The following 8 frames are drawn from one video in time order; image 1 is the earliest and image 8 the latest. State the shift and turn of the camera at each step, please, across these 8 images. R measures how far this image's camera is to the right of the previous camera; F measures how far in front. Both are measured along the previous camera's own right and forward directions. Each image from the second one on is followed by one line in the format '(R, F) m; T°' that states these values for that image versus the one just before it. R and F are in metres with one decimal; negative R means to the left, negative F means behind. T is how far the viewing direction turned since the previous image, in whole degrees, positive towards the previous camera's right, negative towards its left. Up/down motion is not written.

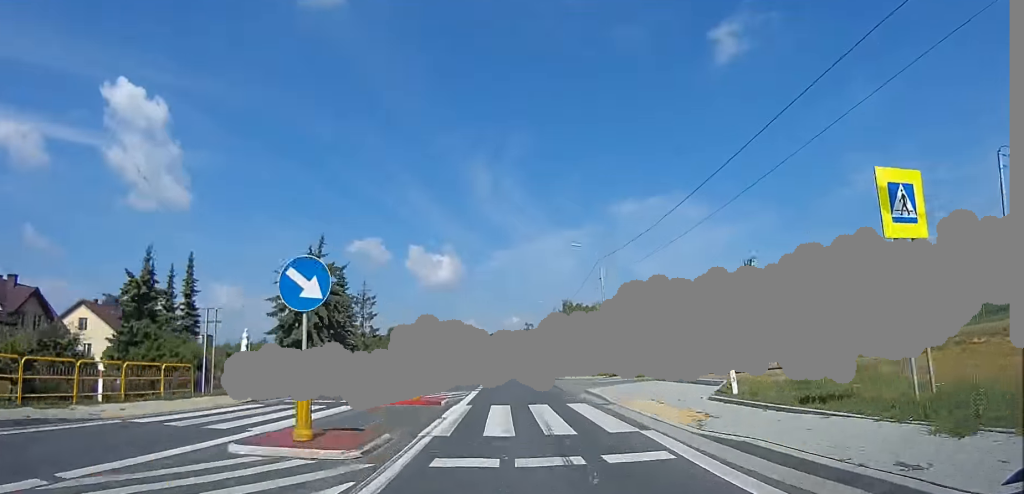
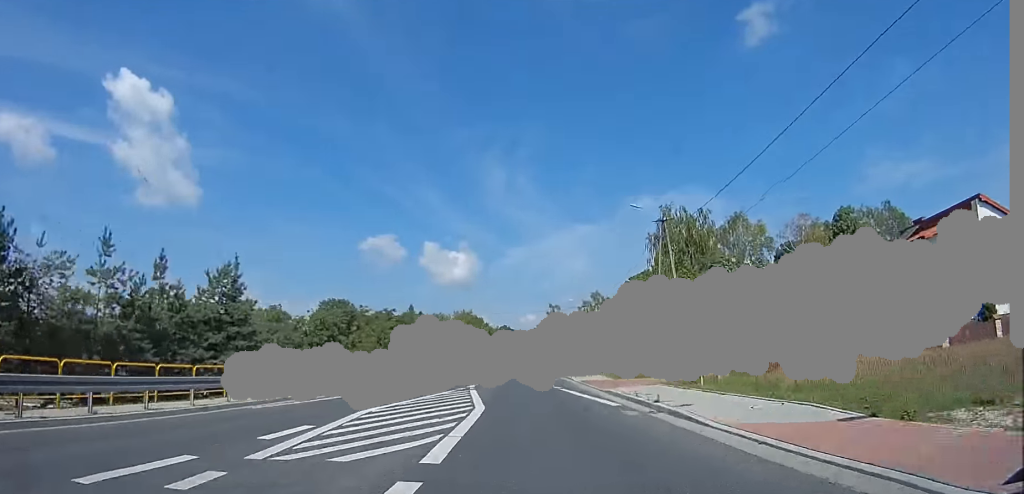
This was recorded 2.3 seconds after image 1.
(+0.1, +69.6) m; 0°
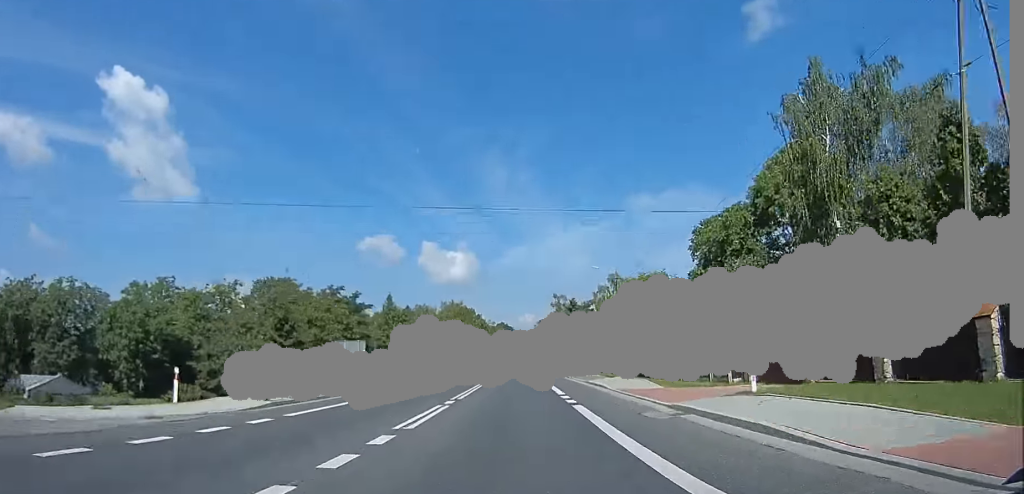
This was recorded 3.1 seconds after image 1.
(0.0, +26.2) m; 0°
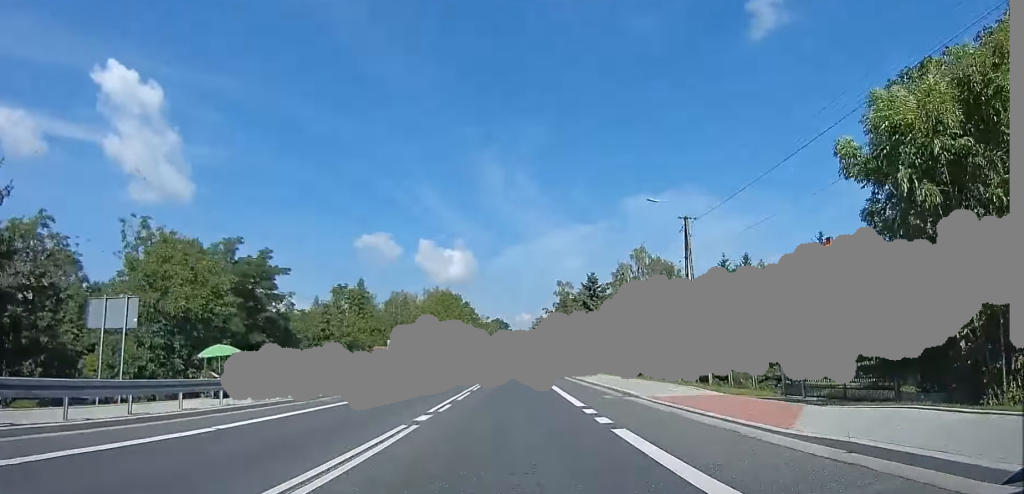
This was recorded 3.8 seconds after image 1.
(-0.1, +23.2) m; 0°
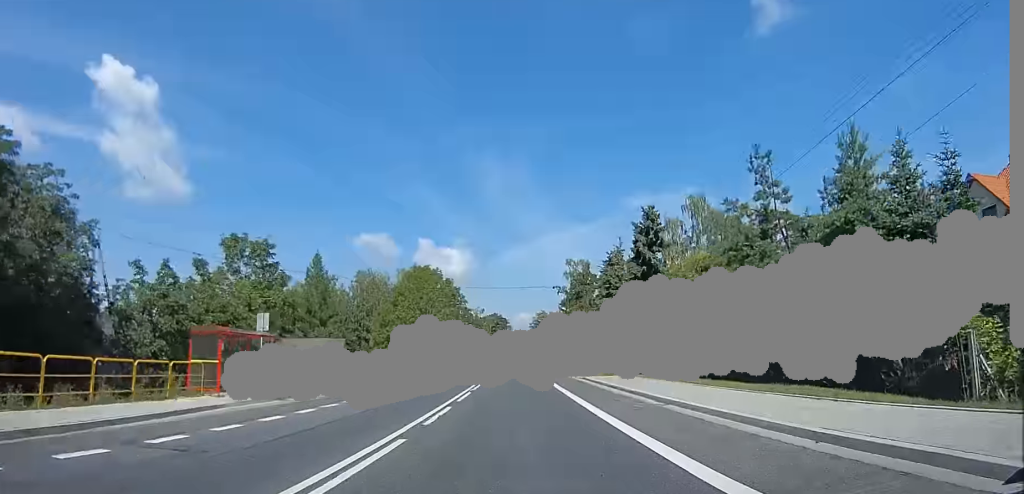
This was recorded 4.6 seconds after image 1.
(-0.1, +25.4) m; 0°
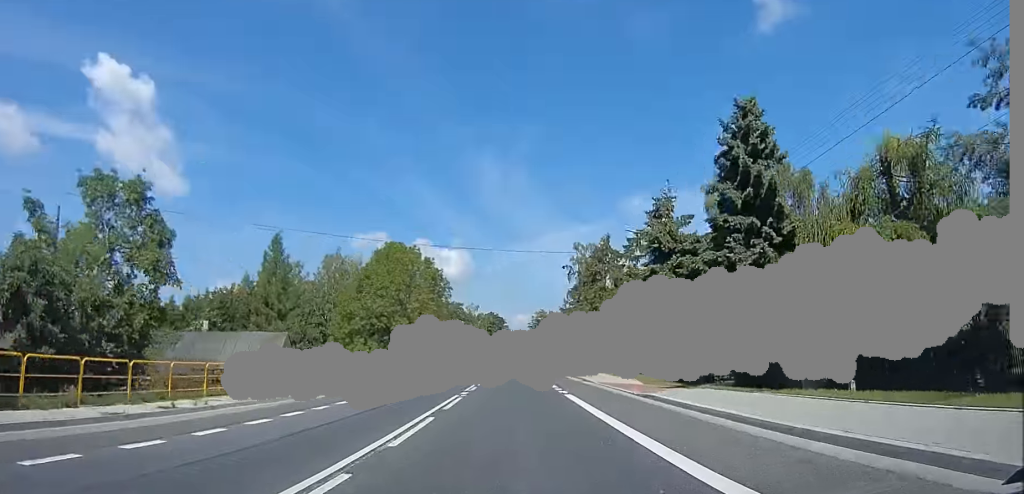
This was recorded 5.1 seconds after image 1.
(0.0, +14.9) m; 0°
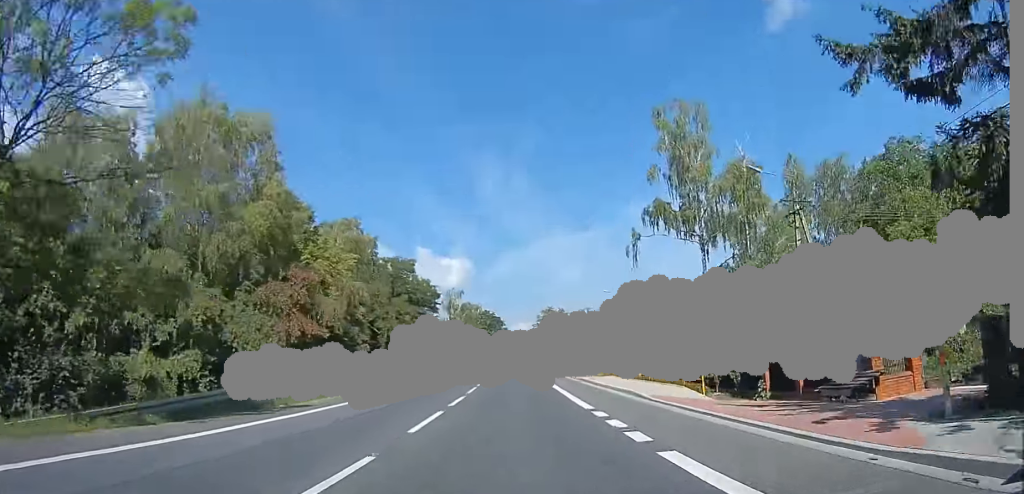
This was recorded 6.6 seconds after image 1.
(0.0, +47.8) m; 0°
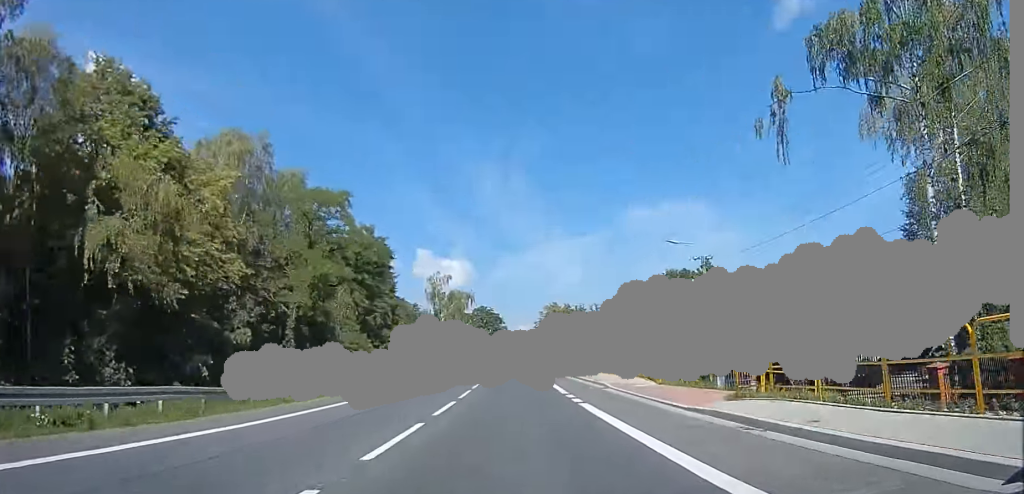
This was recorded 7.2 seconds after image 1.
(0.0, +20.2) m; 0°
